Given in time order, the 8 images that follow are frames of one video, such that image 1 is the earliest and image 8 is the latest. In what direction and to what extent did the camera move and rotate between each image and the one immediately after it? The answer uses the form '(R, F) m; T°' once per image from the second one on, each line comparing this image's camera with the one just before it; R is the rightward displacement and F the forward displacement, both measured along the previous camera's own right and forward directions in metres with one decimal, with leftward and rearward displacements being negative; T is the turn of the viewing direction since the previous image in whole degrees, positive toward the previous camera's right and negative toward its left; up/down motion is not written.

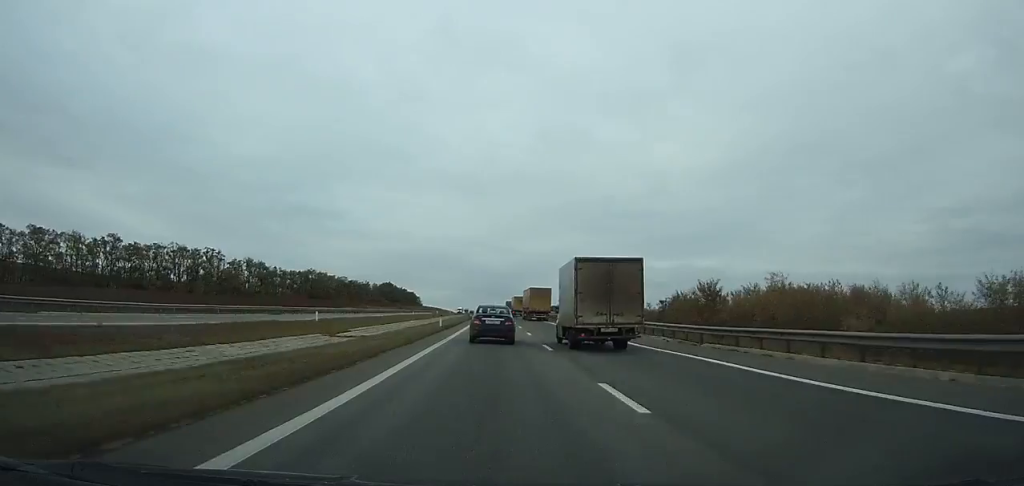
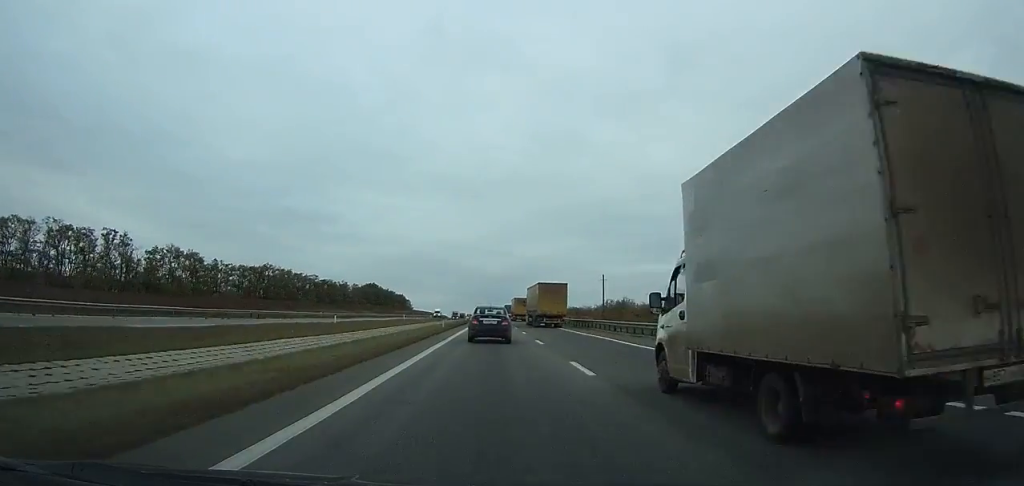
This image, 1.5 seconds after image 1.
(-0.1, +39.1) m; 0°
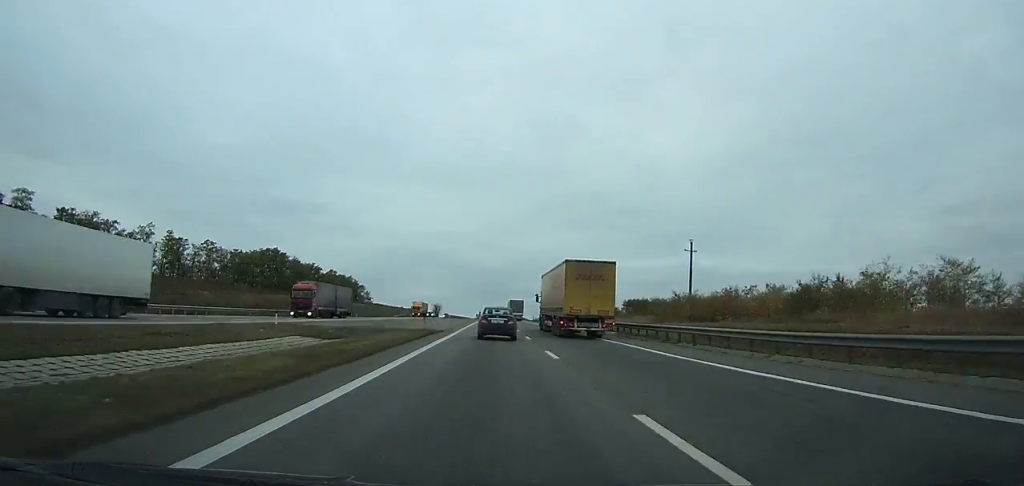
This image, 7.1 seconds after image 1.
(0.0, +156.1) m; 0°
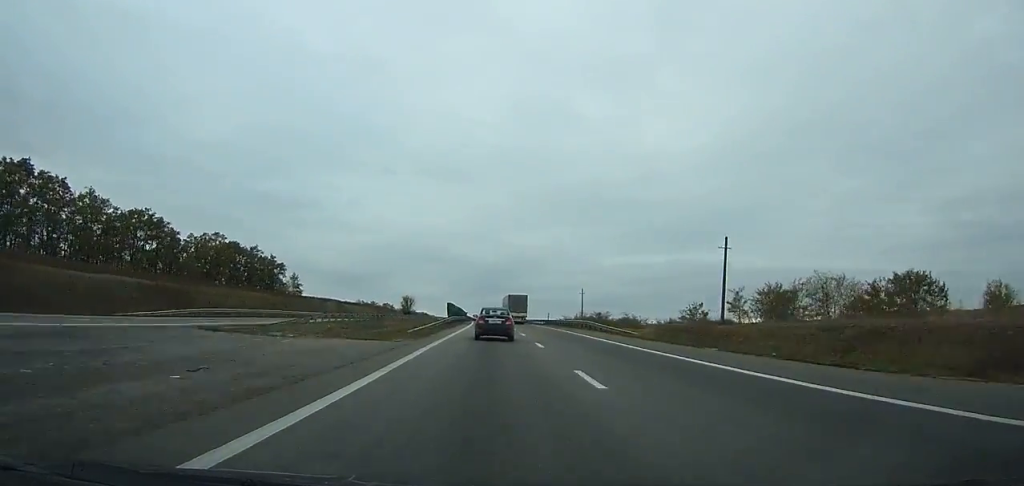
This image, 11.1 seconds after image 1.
(+0.1, +121.8) m; 0°
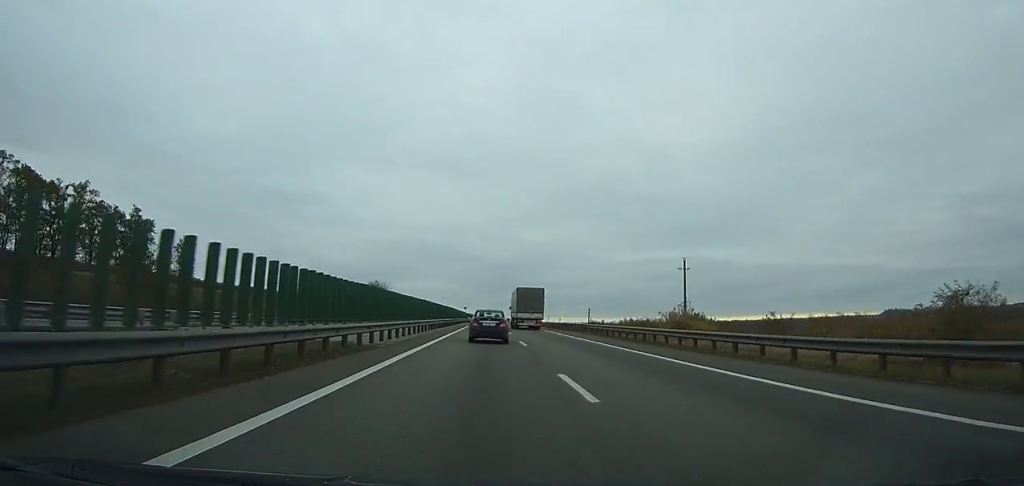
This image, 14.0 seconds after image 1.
(-0.2, +92.2) m; -1°
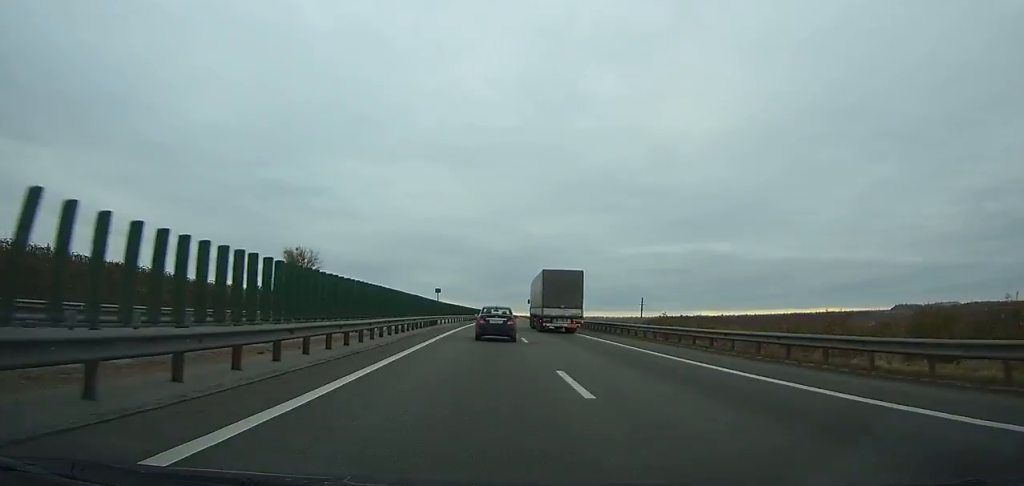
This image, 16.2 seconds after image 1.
(-0.7, +68.6) m; 0°
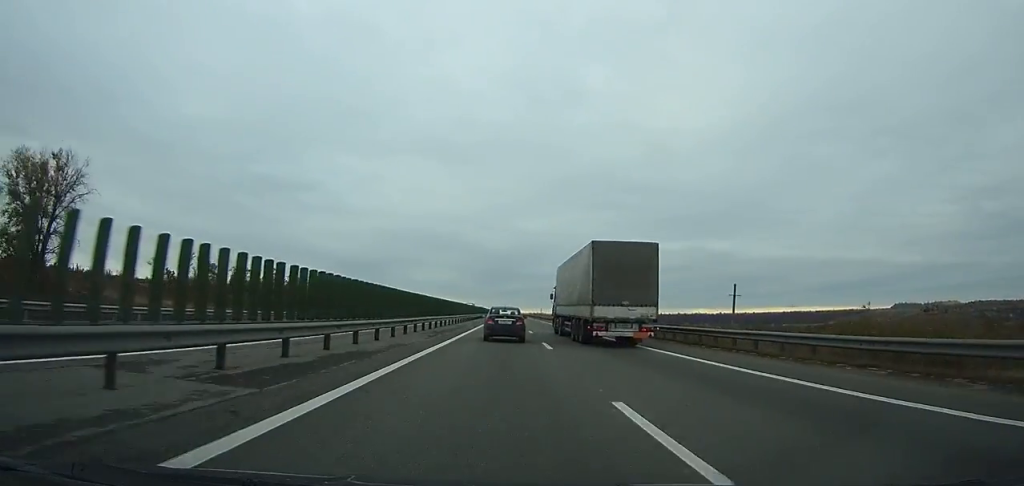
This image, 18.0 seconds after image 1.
(0.0, +54.8) m; 0°
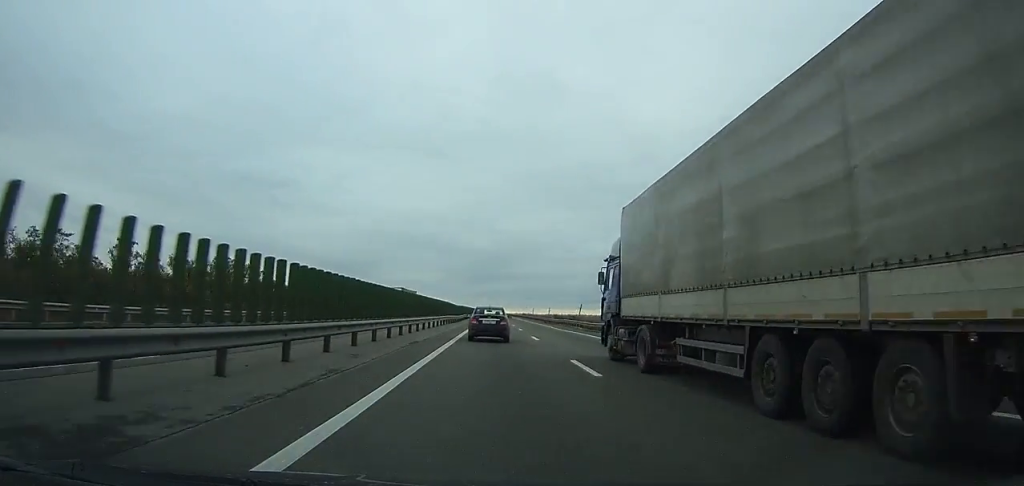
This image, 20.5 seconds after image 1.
(+0.3, +74.7) m; +1°
